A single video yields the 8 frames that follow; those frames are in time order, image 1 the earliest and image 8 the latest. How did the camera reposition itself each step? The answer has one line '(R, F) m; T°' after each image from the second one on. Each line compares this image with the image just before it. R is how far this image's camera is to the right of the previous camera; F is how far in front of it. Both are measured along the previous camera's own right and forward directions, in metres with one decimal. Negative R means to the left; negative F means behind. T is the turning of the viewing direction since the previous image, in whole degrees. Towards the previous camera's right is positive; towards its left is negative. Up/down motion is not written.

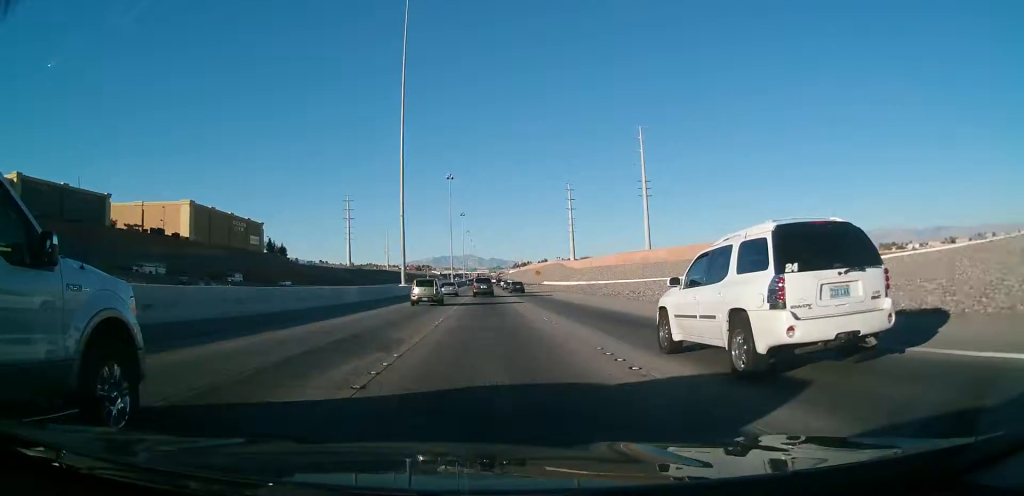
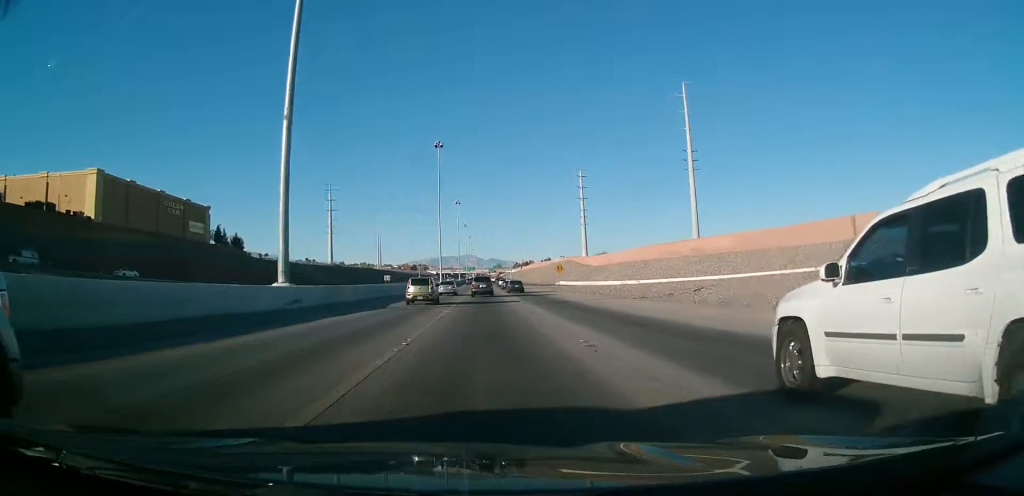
(+0.4, +43.4) m; +1°
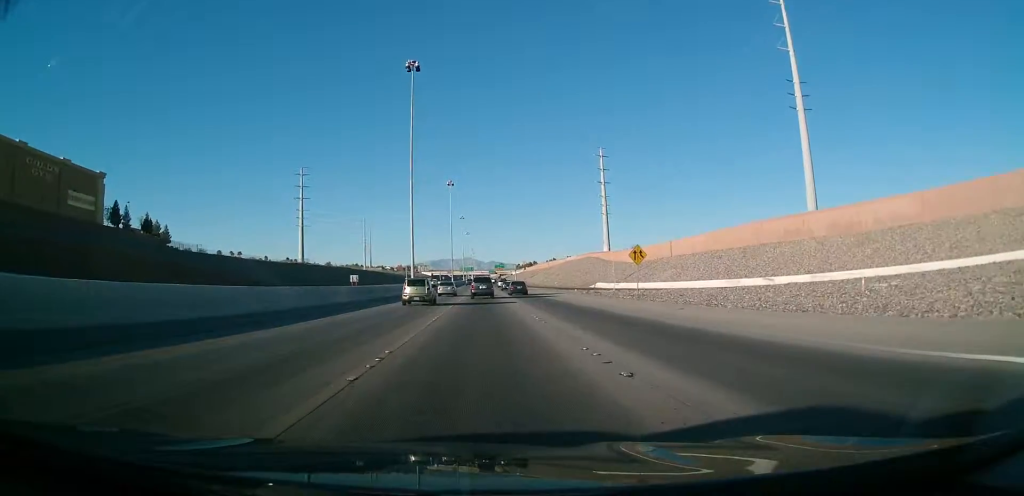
(0.0, +54.0) m; 0°
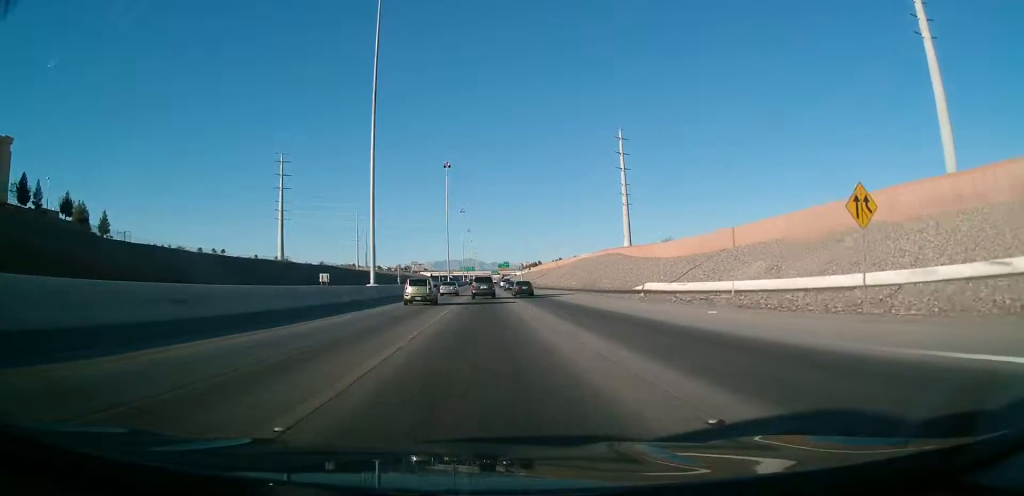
(-0.1, +32.1) m; 0°
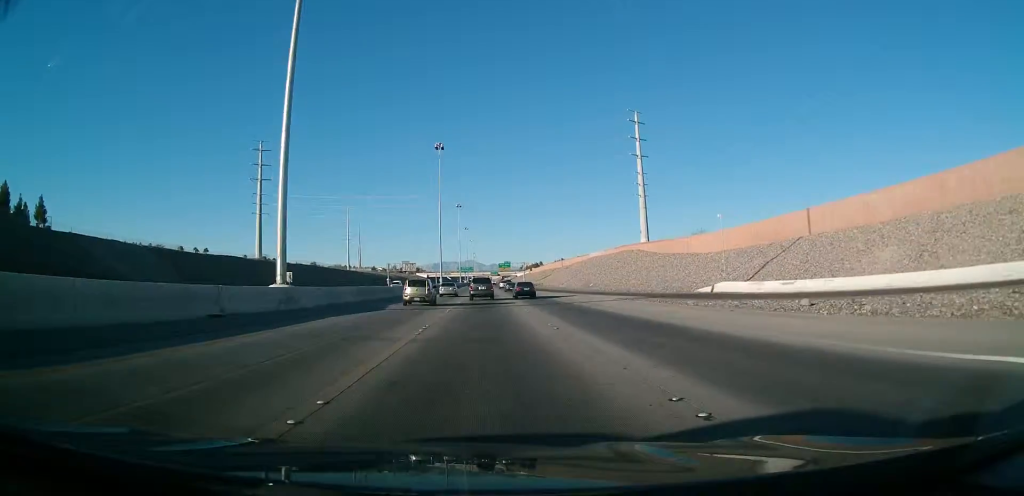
(0.0, +24.4) m; -1°
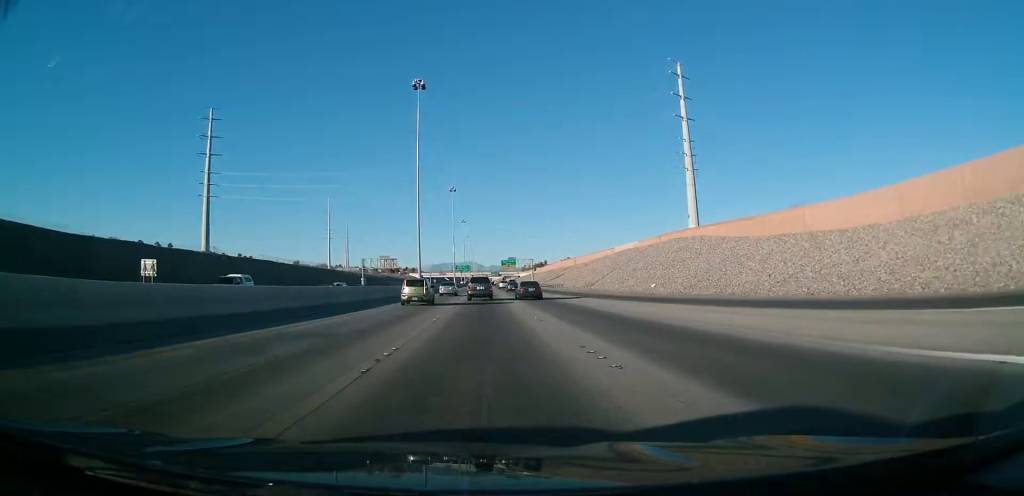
(-0.5, +45.5) m; 0°
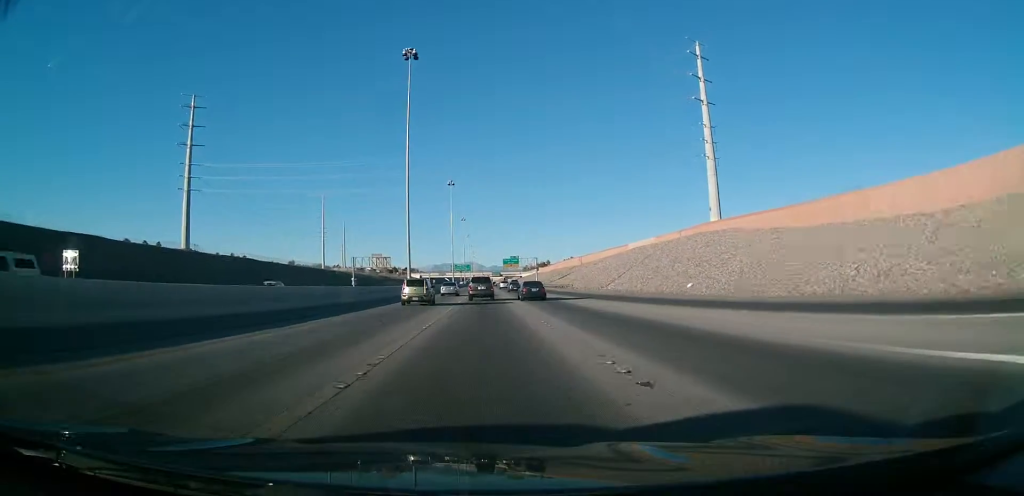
(+0.2, +13.7) m; 0°
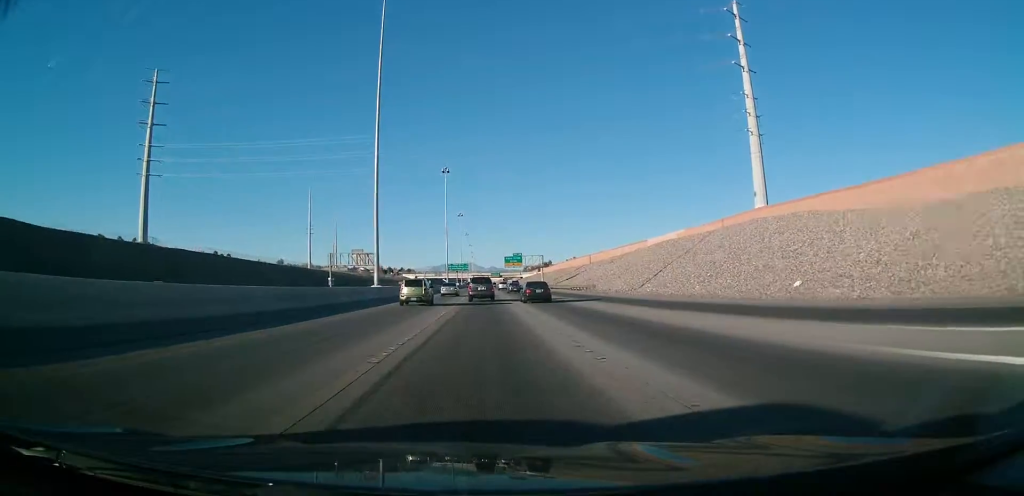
(+0.1, +23.2) m; 0°
